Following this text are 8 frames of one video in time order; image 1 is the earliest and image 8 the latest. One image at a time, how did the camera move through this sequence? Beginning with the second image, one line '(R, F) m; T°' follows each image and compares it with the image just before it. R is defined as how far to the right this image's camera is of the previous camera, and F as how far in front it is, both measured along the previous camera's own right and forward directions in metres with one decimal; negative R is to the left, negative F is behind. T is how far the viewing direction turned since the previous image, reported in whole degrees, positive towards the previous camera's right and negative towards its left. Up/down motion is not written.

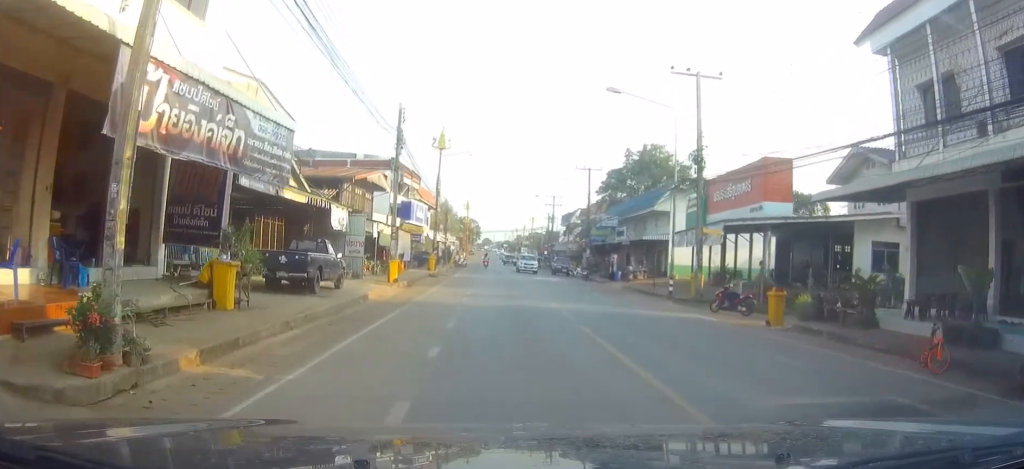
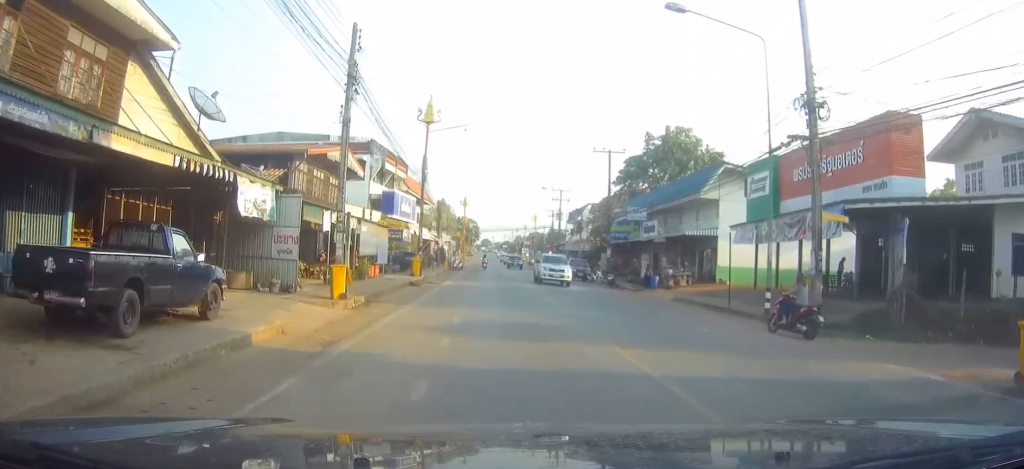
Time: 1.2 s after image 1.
(0.0, +11.6) m; 0°
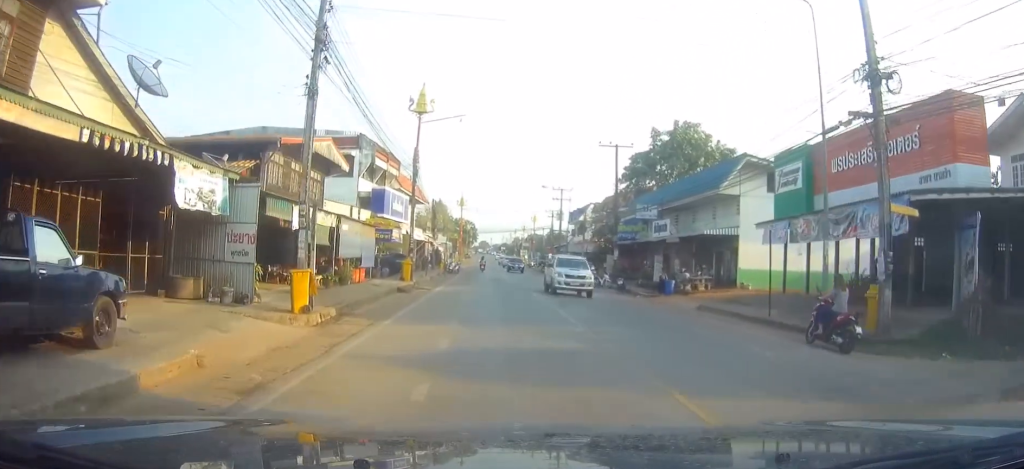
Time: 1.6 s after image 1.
(0.0, +4.0) m; 0°
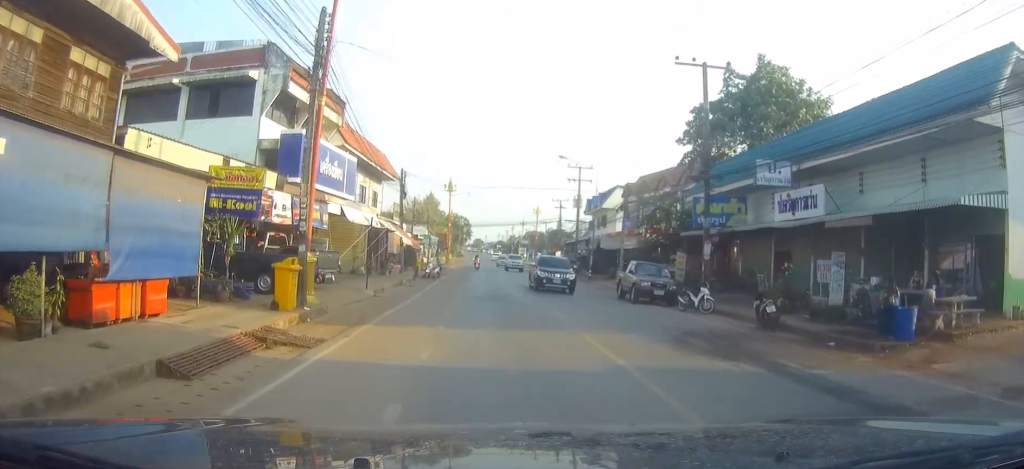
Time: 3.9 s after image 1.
(0.0, +23.1) m; -2°
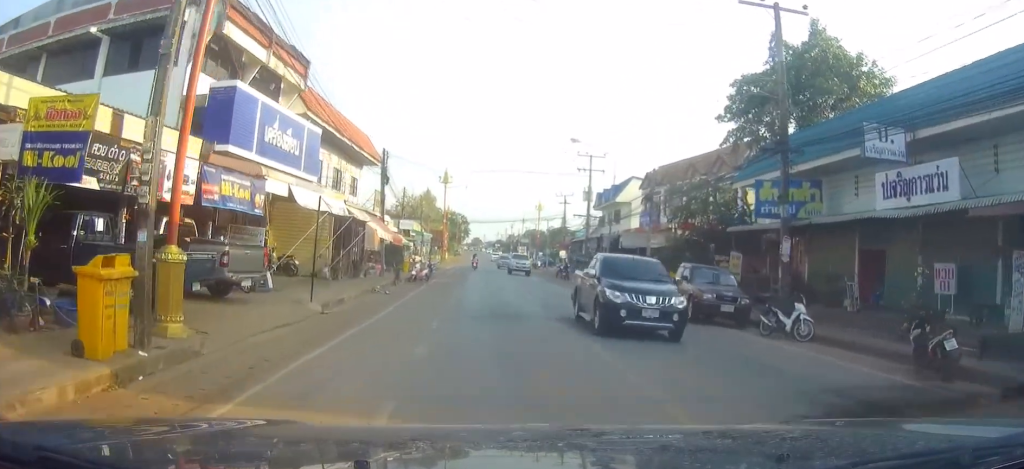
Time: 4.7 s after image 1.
(-0.2, +8.3) m; 0°
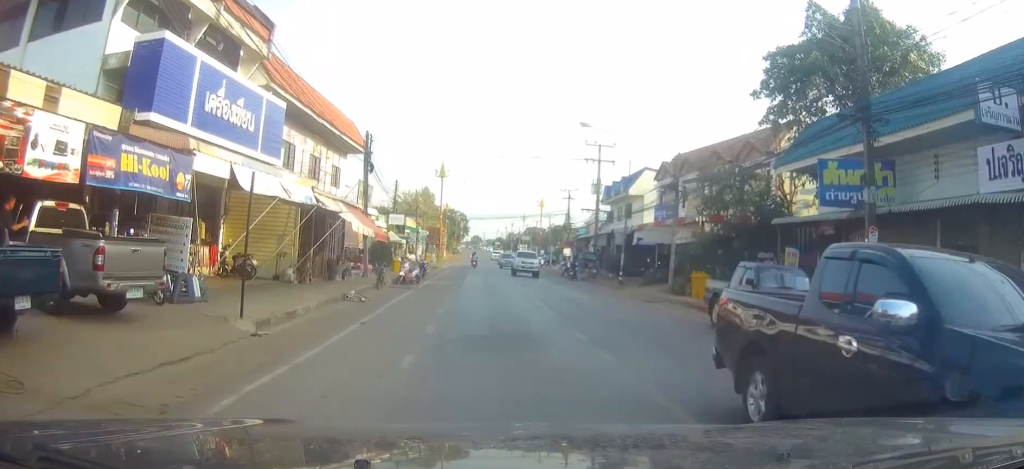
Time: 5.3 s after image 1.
(0.0, +5.6) m; 0°
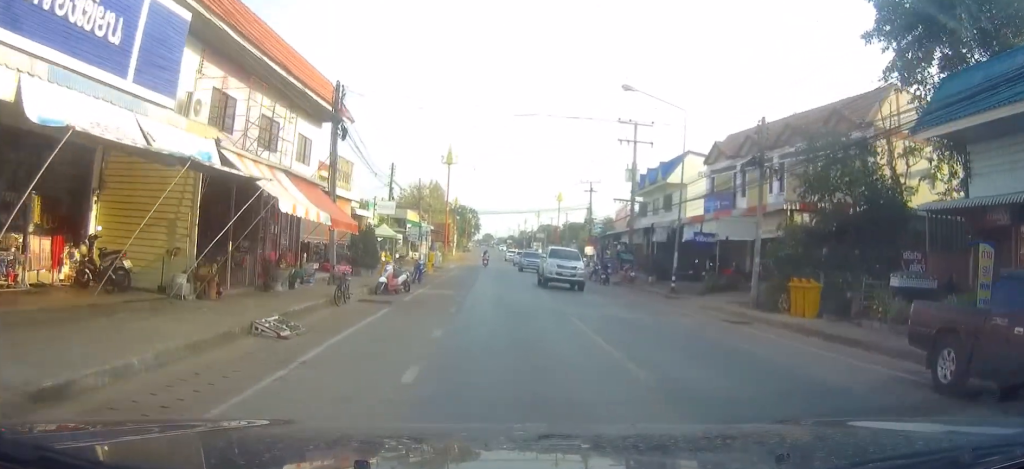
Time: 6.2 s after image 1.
(+0.1, +9.4) m; +1°
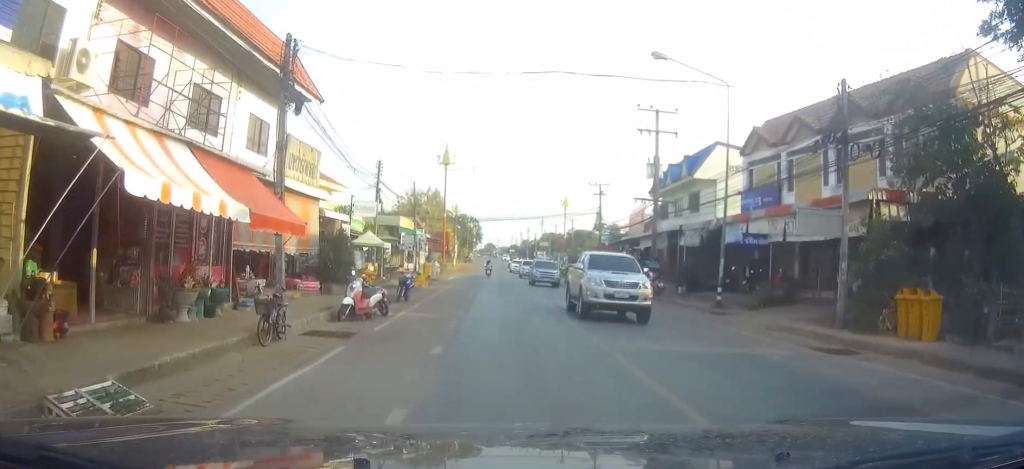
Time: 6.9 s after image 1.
(-0.1, +6.4) m; +1°
